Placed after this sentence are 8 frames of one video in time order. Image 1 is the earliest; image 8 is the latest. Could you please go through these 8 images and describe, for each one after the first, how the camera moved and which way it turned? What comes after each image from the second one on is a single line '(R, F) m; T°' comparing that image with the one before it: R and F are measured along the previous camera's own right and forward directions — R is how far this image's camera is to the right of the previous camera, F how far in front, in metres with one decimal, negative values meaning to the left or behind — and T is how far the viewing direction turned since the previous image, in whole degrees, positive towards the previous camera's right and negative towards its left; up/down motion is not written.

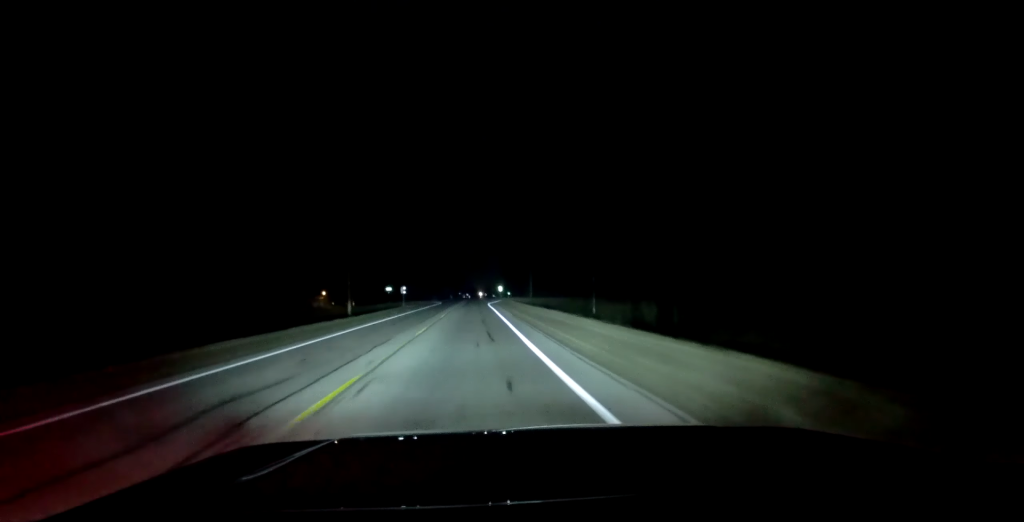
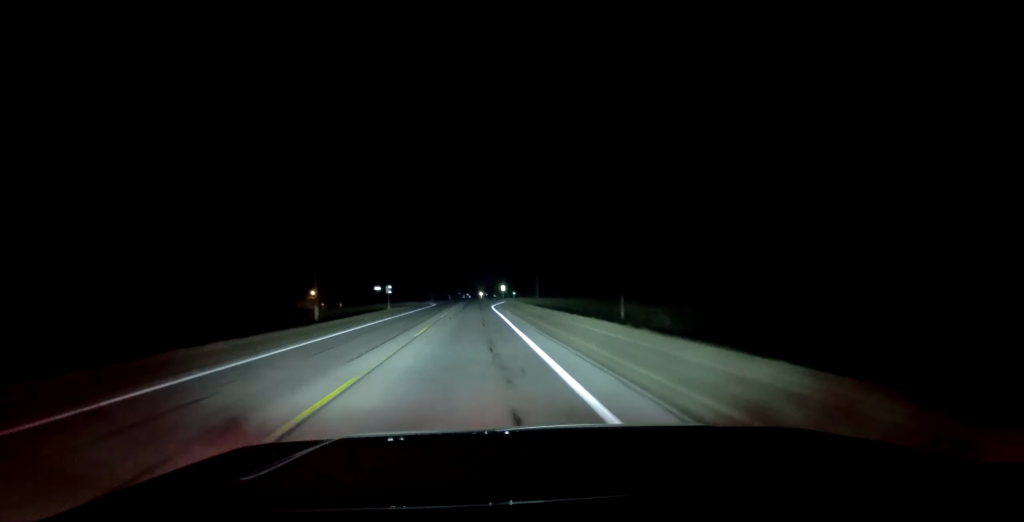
(-0.2, +15.5) m; -1°
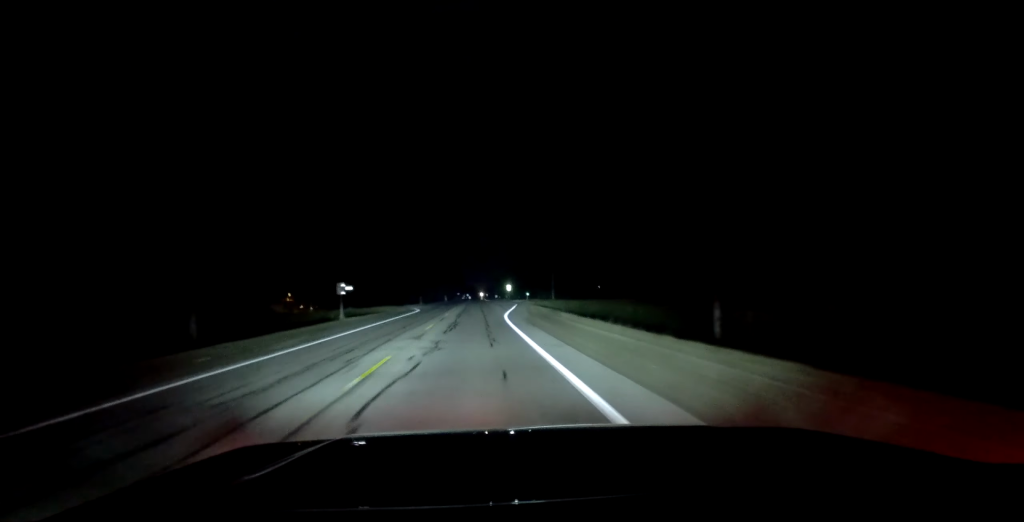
(-0.4, +26.5) m; -1°
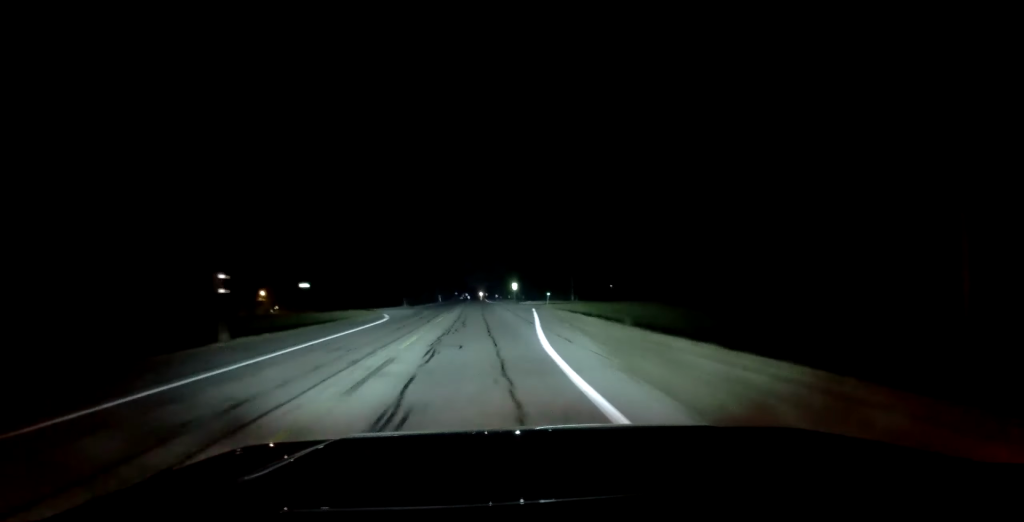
(-0.4, +23.1) m; +1°
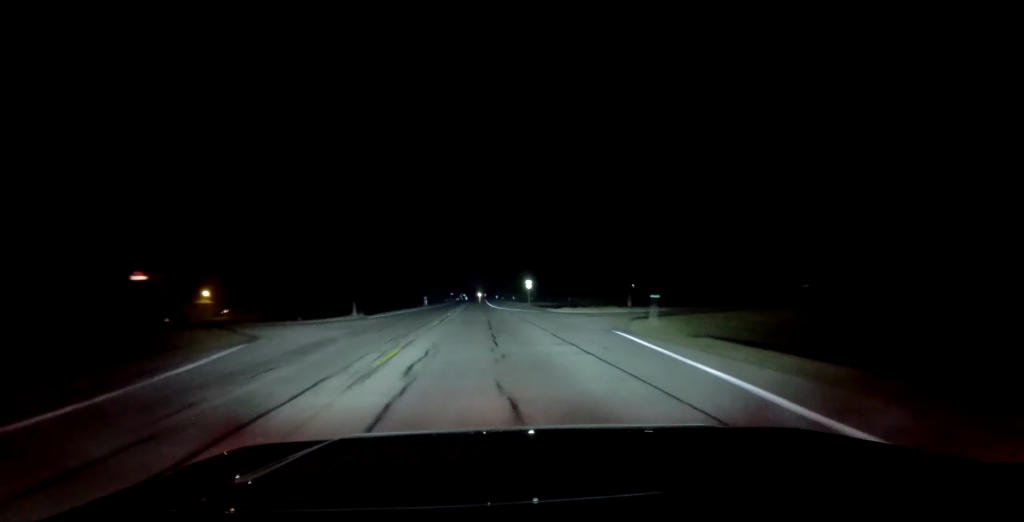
(+1.0, +35.3) m; +1°
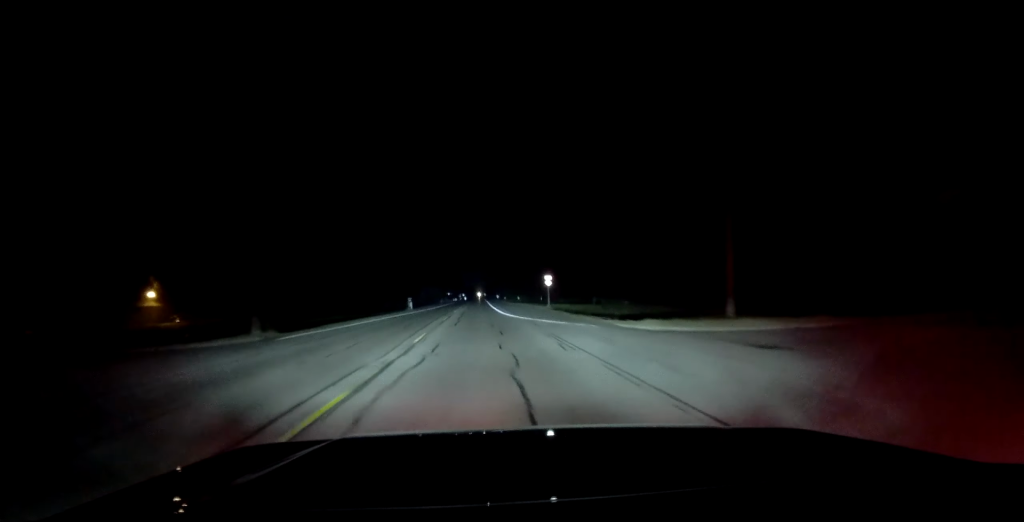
(-0.3, +23.2) m; -1°
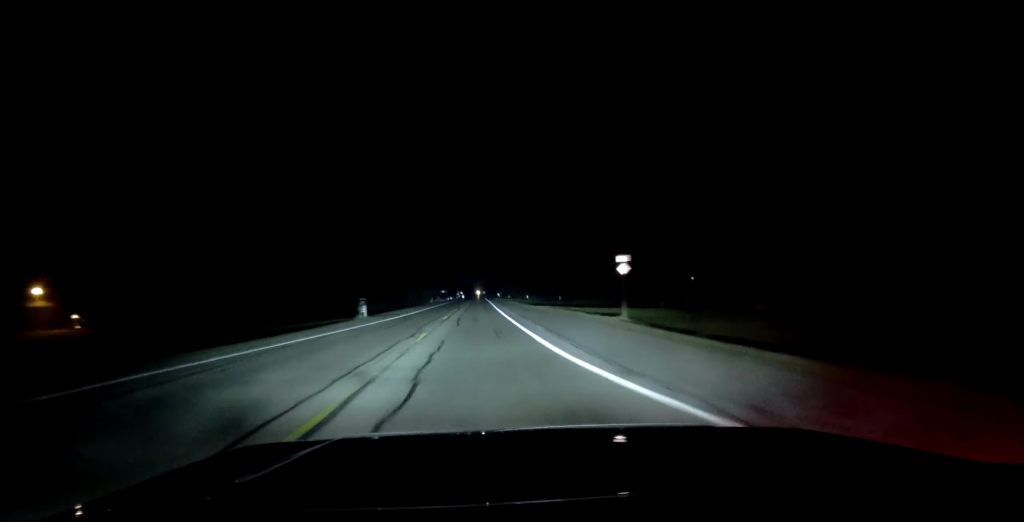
(-0.1, +31.9) m; -1°
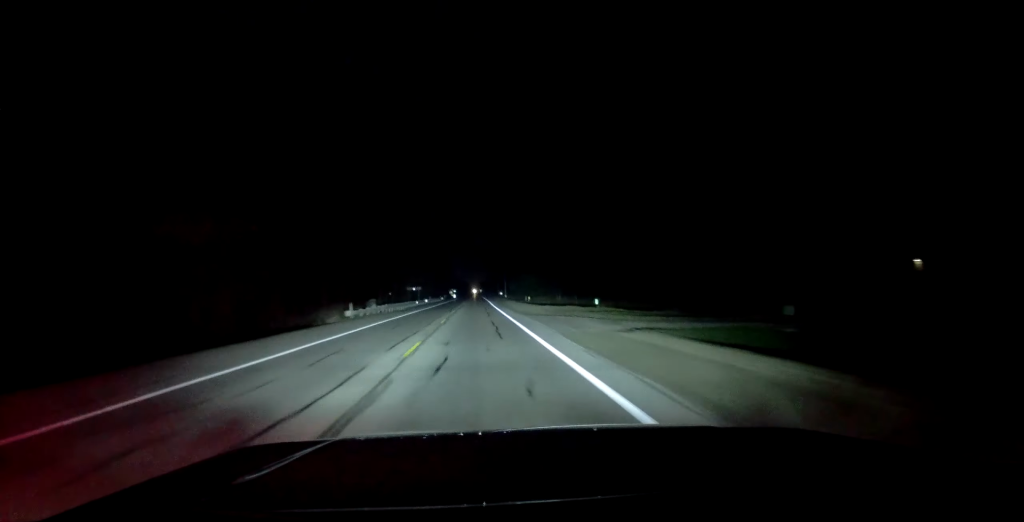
(+1.1, +79.4) m; +2°
